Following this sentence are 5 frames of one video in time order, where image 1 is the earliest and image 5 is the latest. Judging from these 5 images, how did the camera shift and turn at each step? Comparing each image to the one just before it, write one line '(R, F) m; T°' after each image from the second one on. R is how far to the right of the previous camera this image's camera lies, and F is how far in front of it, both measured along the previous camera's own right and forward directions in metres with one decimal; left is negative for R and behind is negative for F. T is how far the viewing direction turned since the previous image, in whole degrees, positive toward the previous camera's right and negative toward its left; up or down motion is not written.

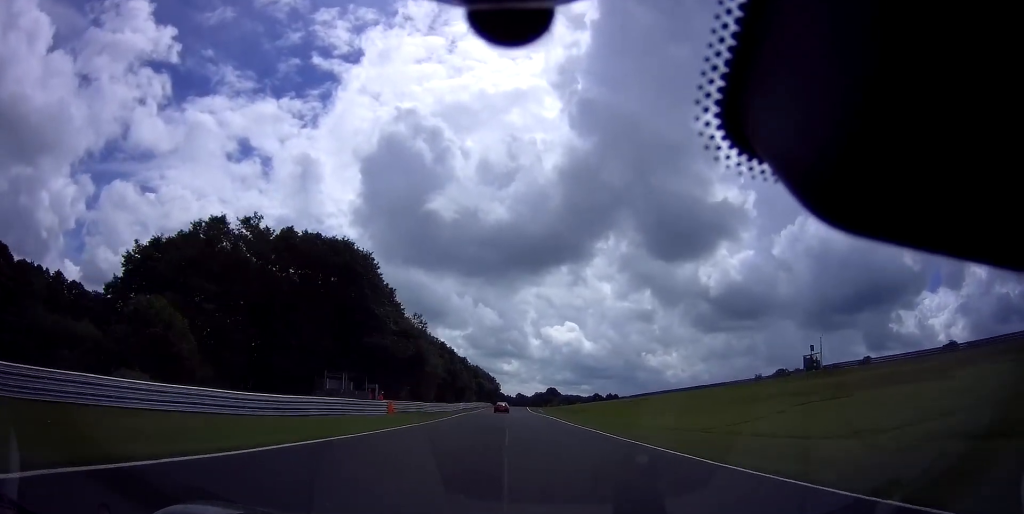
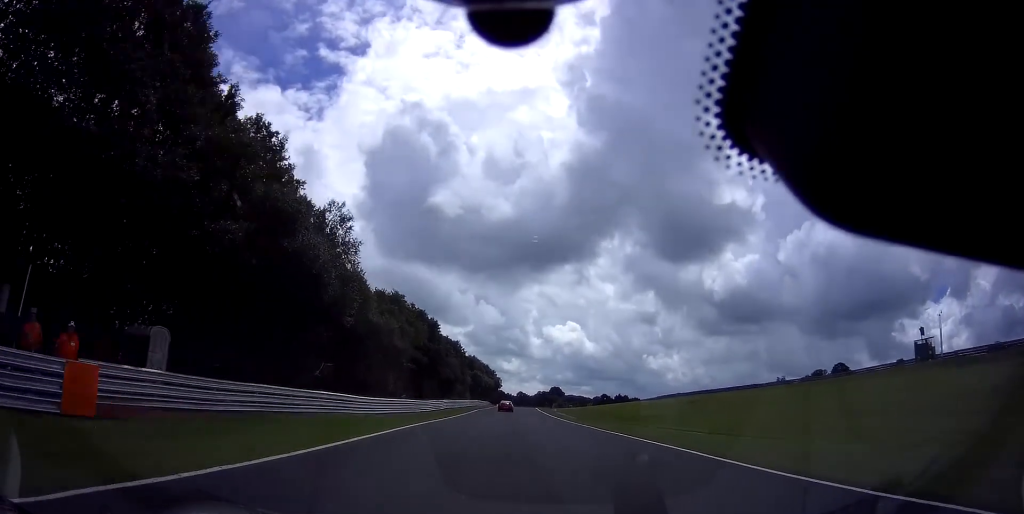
(-0.1, +31.7) m; 0°
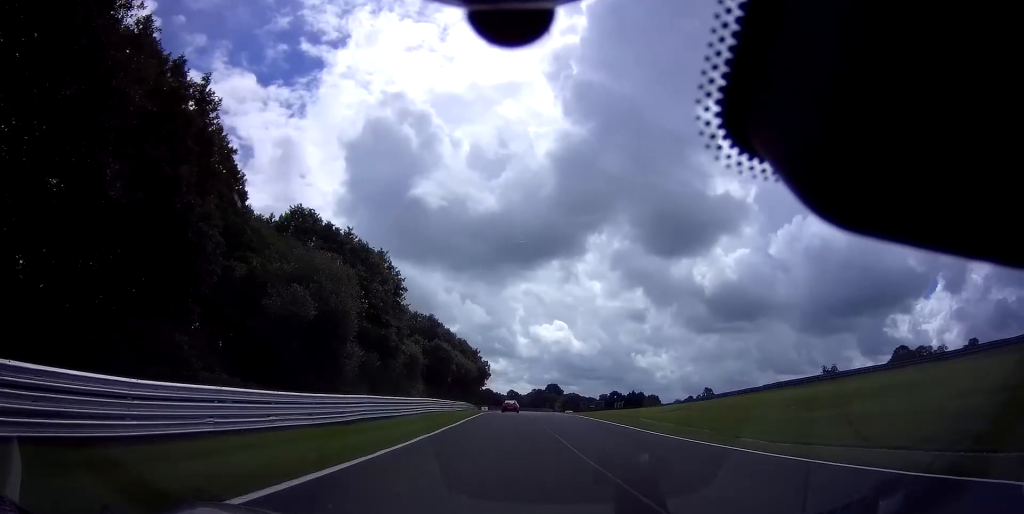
(+0.5, +67.7) m; +2°
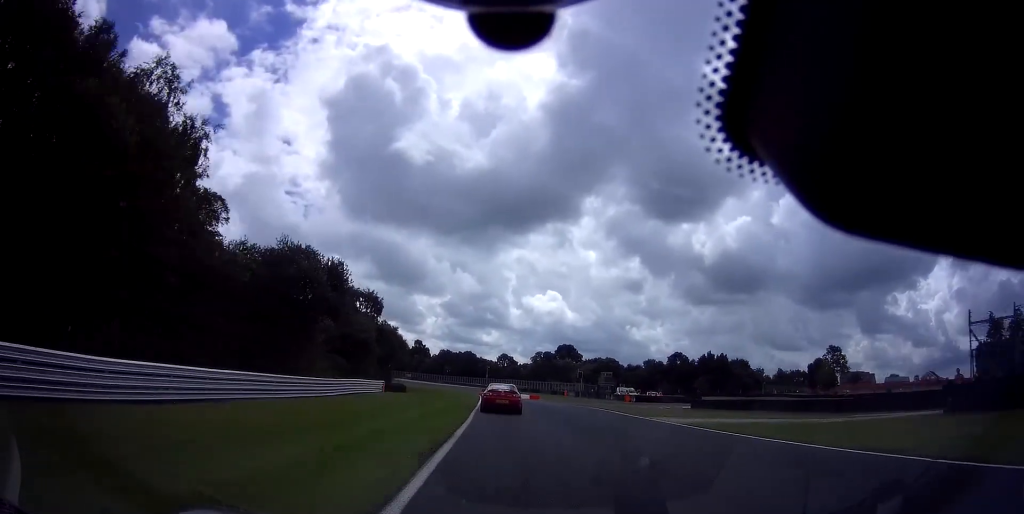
(+3.6, +126.3) m; +1°
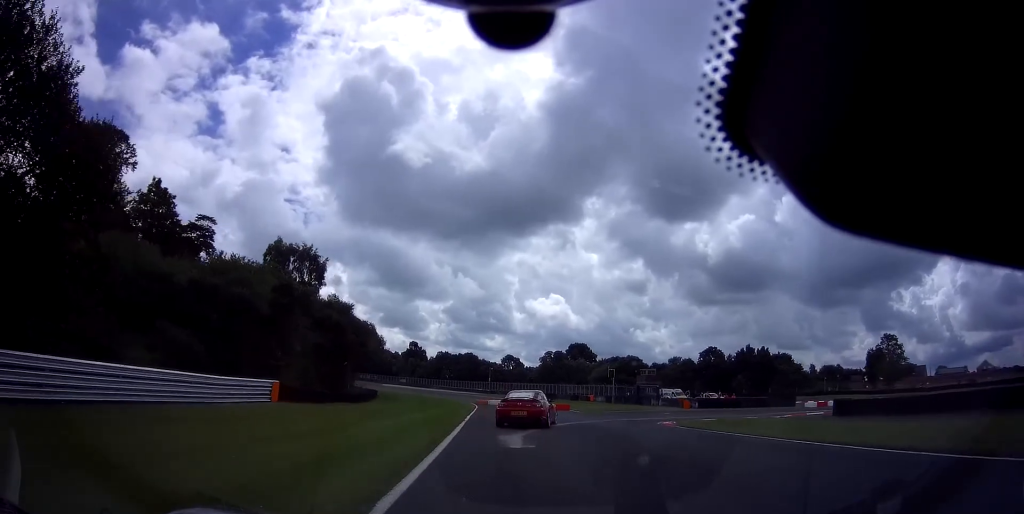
(-0.2, +27.9) m; +1°
